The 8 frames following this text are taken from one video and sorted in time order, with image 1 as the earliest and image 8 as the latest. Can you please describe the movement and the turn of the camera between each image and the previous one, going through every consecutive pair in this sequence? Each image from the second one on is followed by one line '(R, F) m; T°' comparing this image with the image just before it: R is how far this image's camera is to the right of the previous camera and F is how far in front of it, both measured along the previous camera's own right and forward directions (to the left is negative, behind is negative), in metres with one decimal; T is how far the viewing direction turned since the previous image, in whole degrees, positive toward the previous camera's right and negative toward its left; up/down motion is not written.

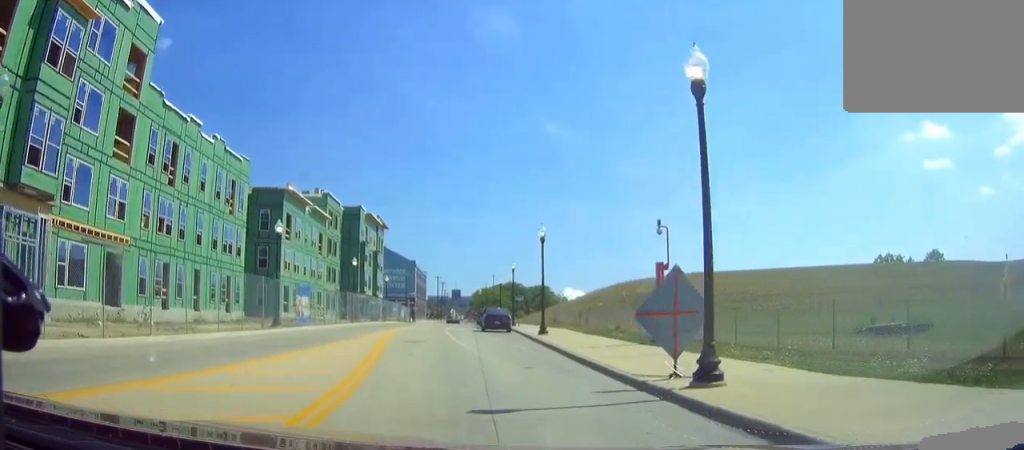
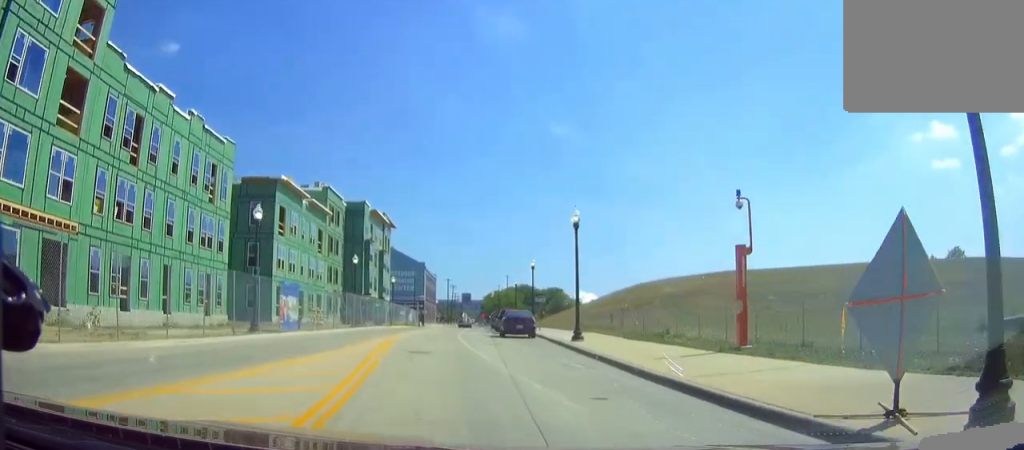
(0.0, +6.4) m; 0°
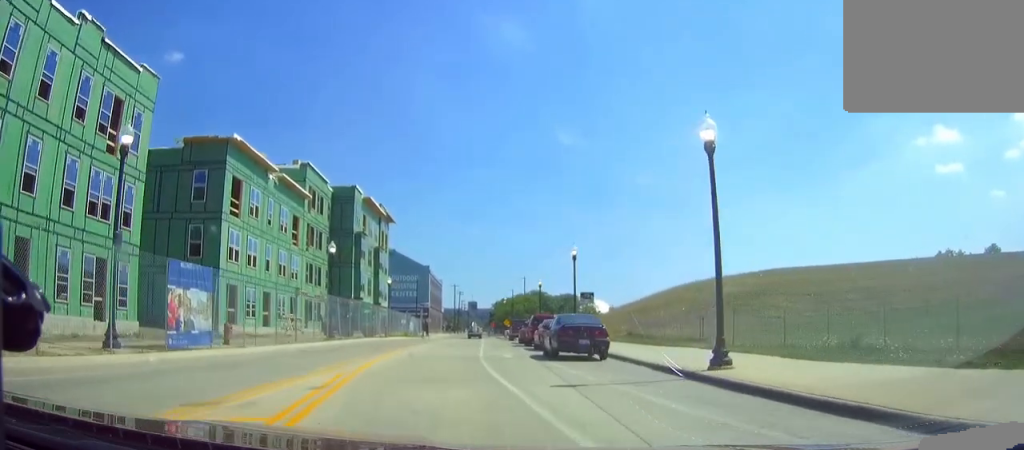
(0.0, +14.6) m; 0°
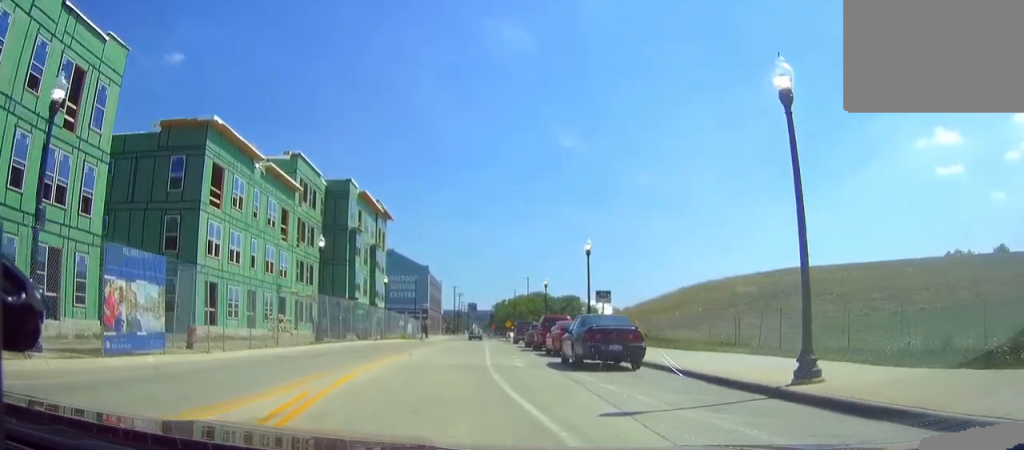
(0.0, +3.7) m; 0°
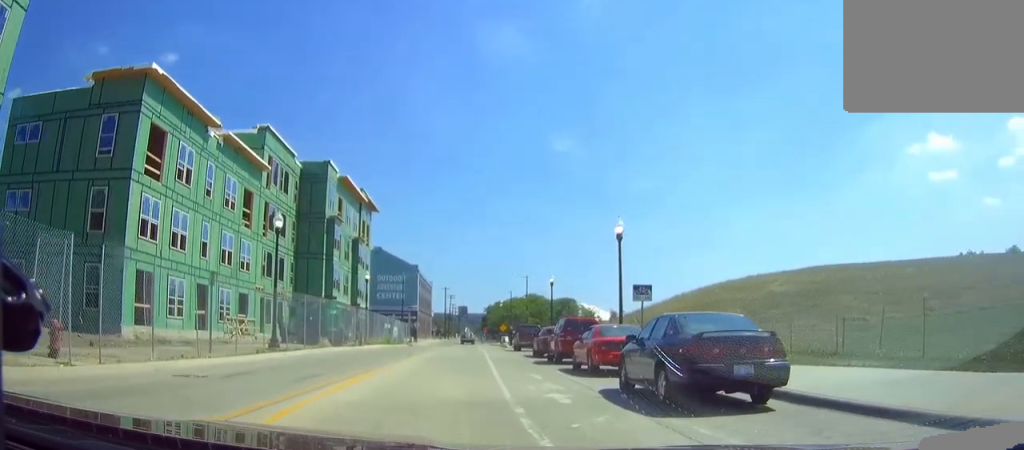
(0.0, +8.0) m; -1°
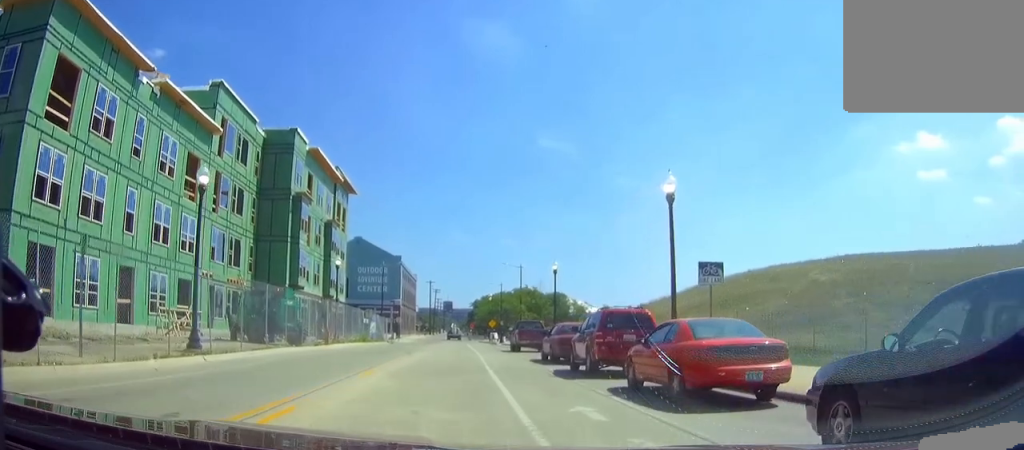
(-0.1, +7.9) m; -1°
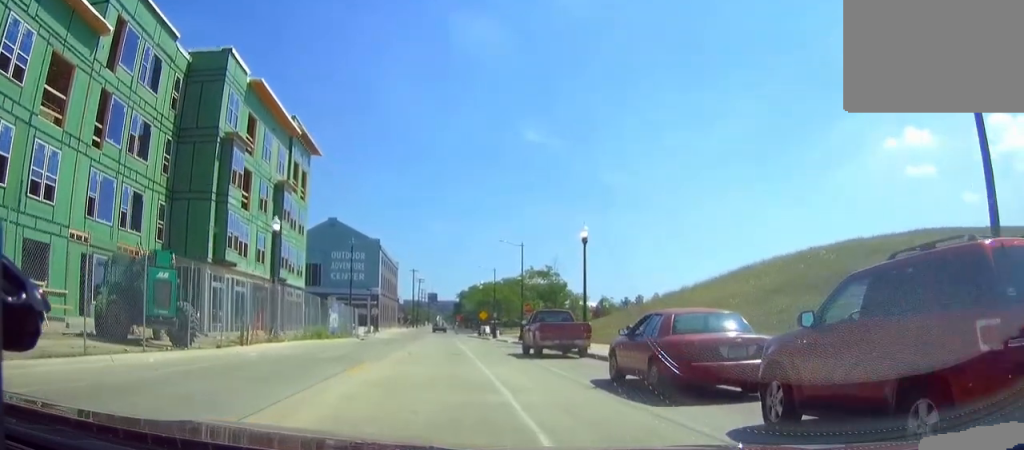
(0.0, +13.2) m; +1°
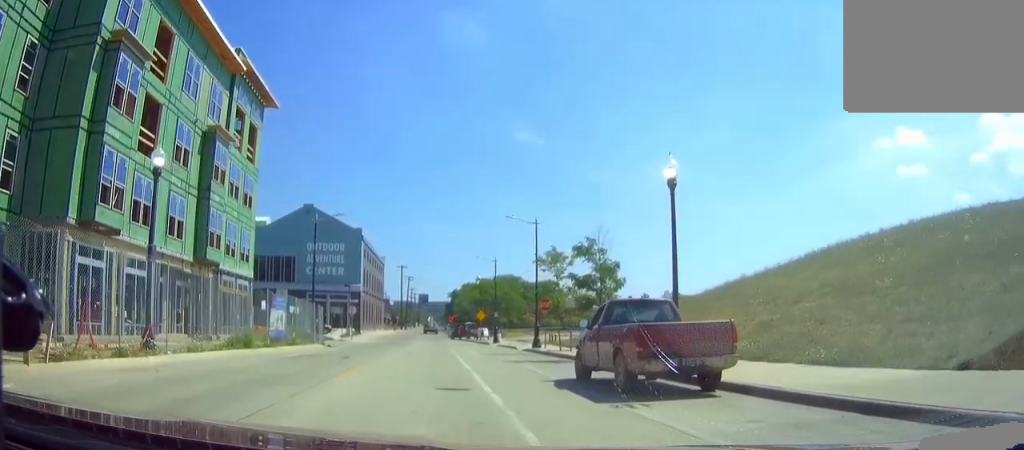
(+0.1, +13.0) m; 0°
